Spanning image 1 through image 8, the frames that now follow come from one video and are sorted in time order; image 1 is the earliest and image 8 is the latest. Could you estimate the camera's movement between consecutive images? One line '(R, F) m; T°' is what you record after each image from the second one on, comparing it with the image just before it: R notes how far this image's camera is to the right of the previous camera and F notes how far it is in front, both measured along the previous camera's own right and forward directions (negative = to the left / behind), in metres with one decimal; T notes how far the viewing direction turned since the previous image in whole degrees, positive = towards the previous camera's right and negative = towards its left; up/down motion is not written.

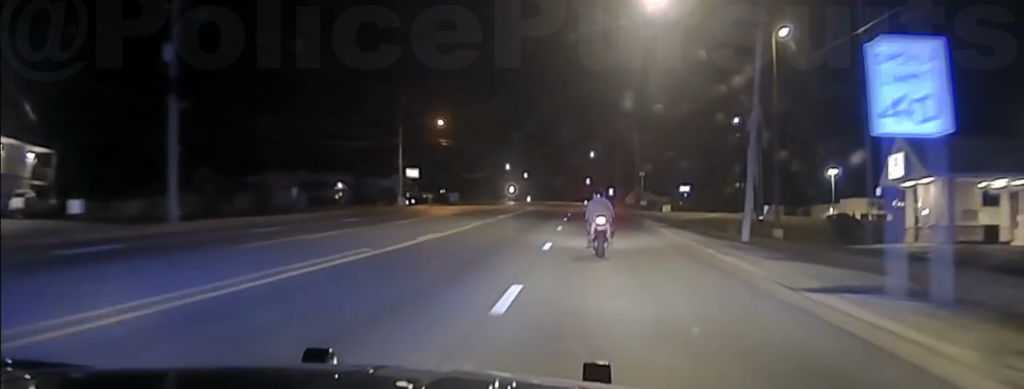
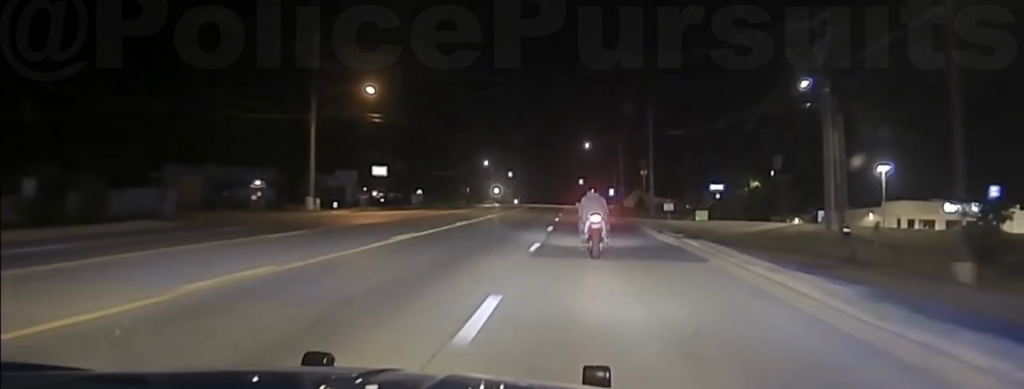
(0.0, +24.1) m; 0°
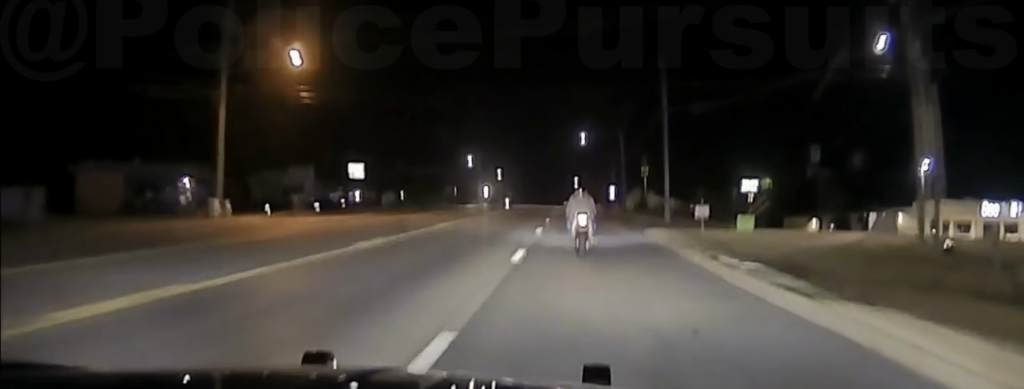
(0.0, +14.4) m; 0°
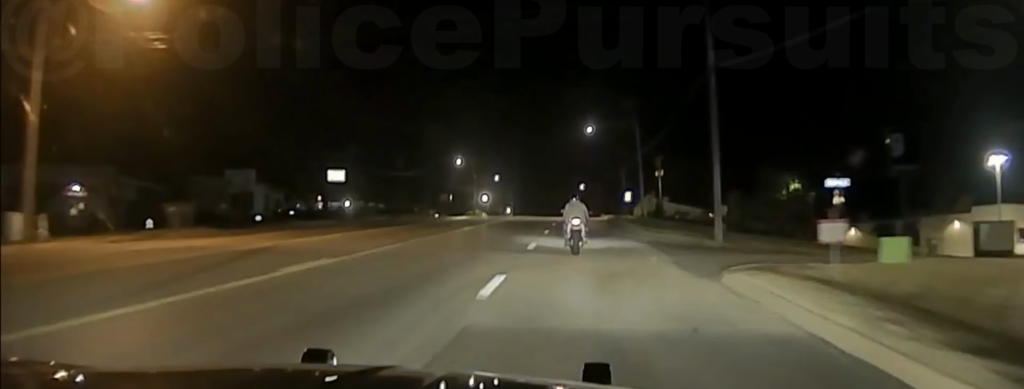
(-0.1, +19.7) m; 0°
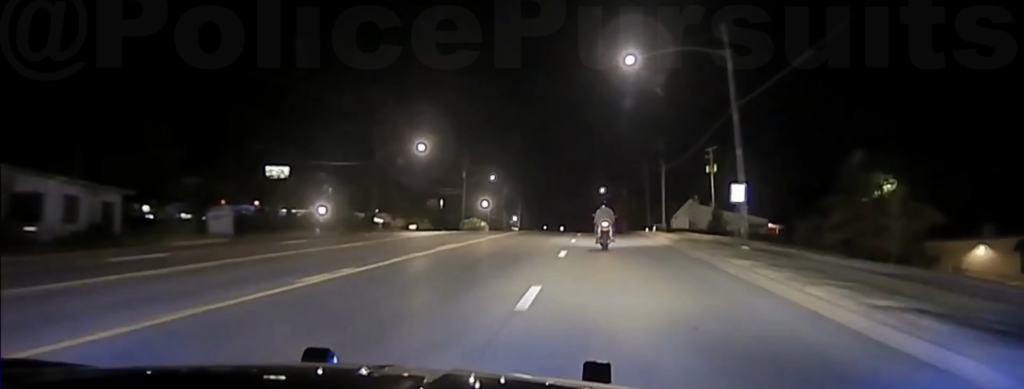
(+0.2, +37.5) m; 0°
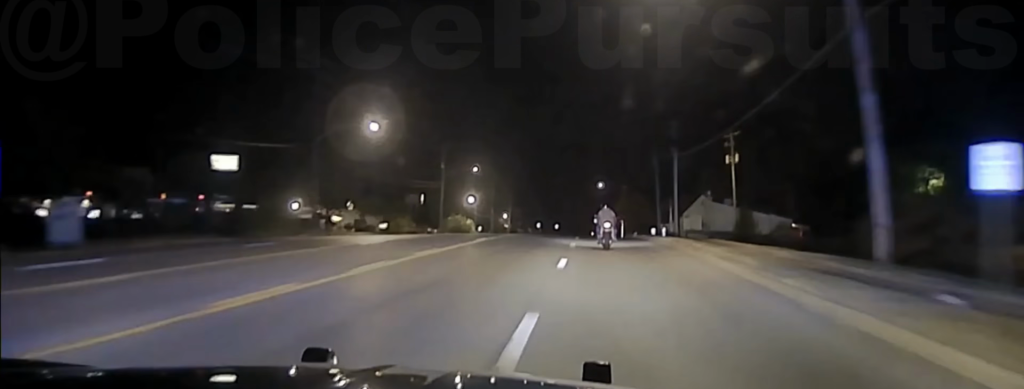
(0.0, +14.9) m; 0°
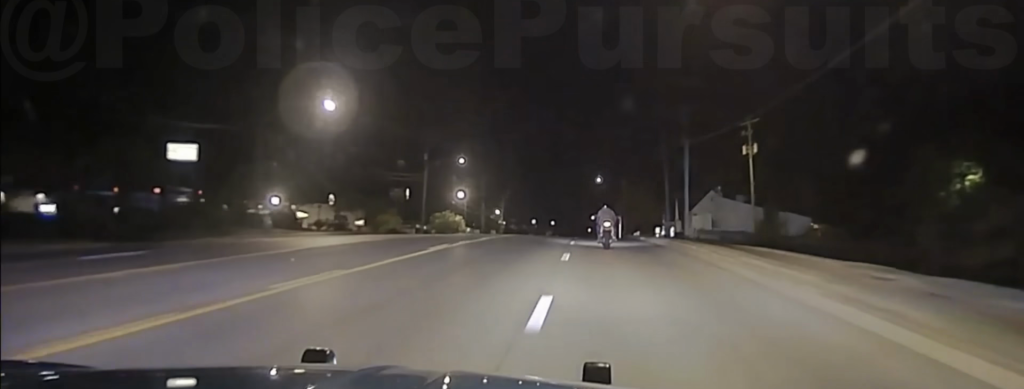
(0.0, +10.3) m; 0°
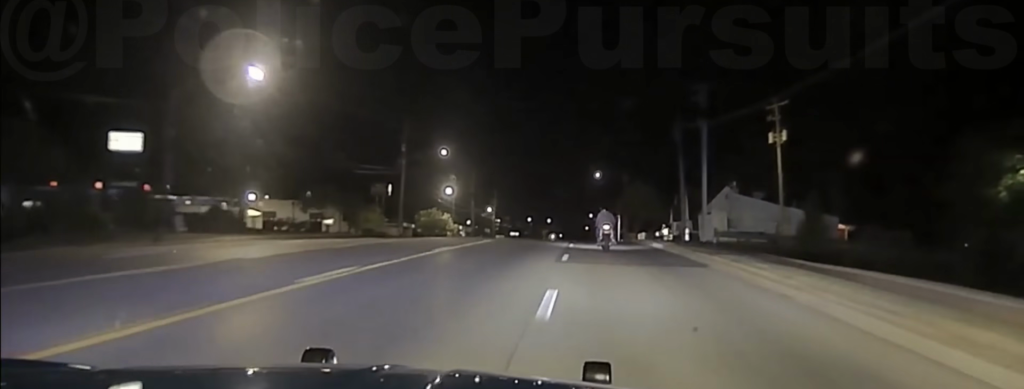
(0.0, +11.8) m; 0°
